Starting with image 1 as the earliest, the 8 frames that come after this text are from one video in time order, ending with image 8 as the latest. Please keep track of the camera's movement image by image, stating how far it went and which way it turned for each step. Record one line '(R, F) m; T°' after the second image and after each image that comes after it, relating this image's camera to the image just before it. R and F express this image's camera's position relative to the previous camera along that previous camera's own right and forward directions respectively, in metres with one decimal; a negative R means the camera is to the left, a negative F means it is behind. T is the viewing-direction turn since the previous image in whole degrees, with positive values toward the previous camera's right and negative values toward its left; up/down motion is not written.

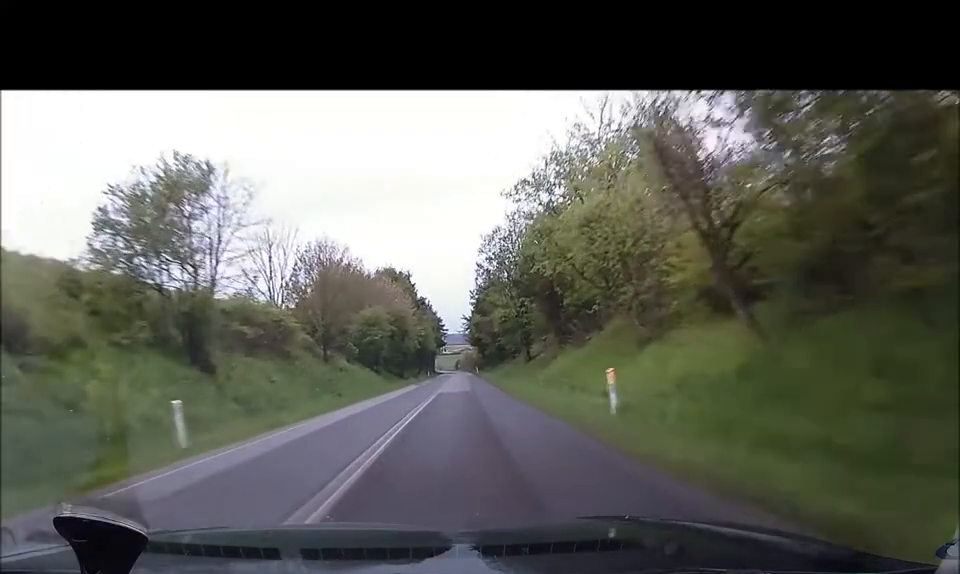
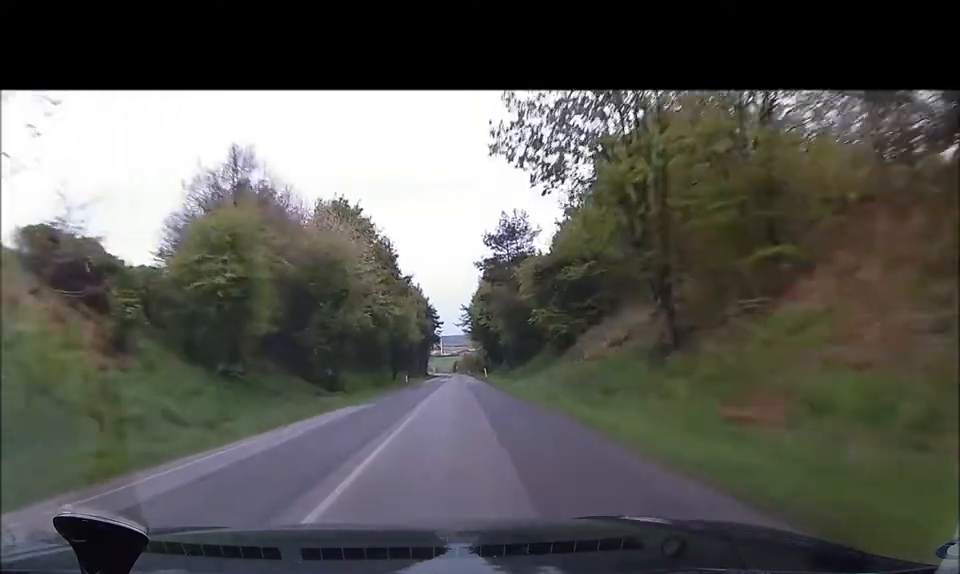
(+0.2, +41.5) m; 0°
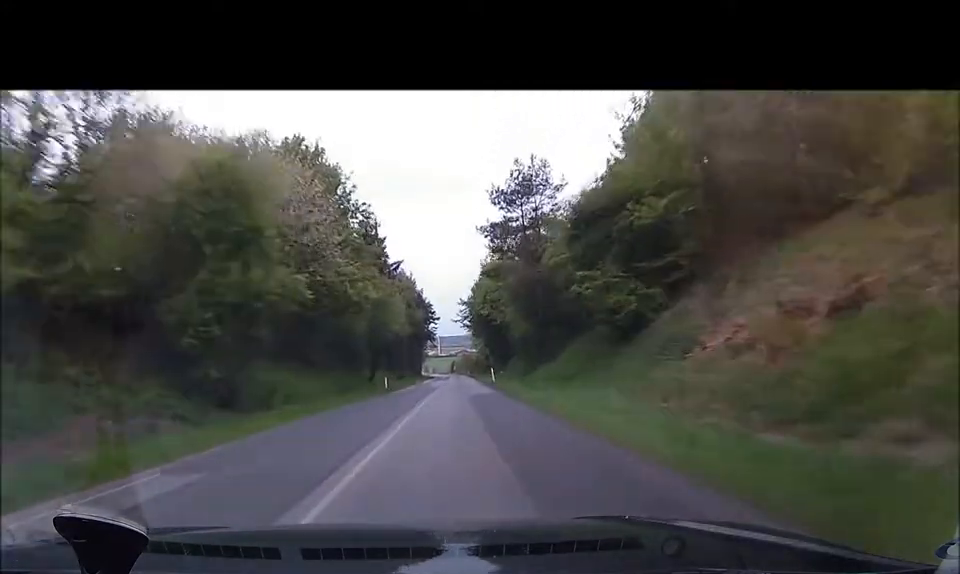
(+0.1, +17.9) m; 0°
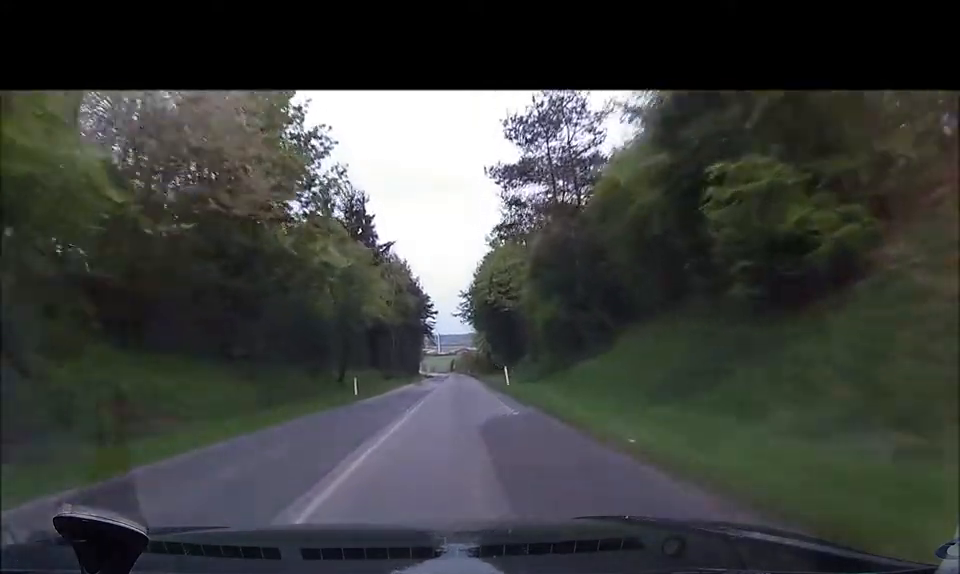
(-0.1, +15.4) m; 0°
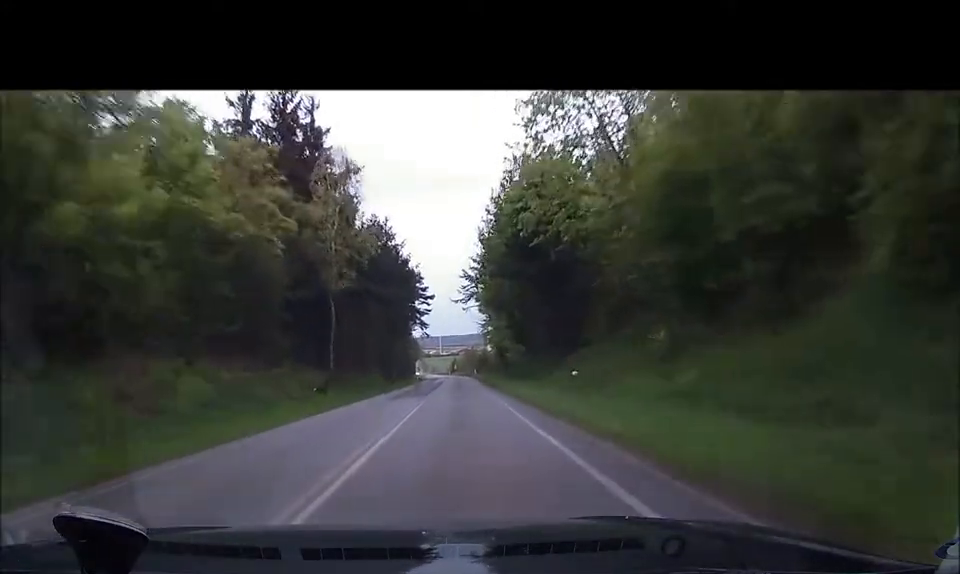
(-0.1, +35.4) m; 0°
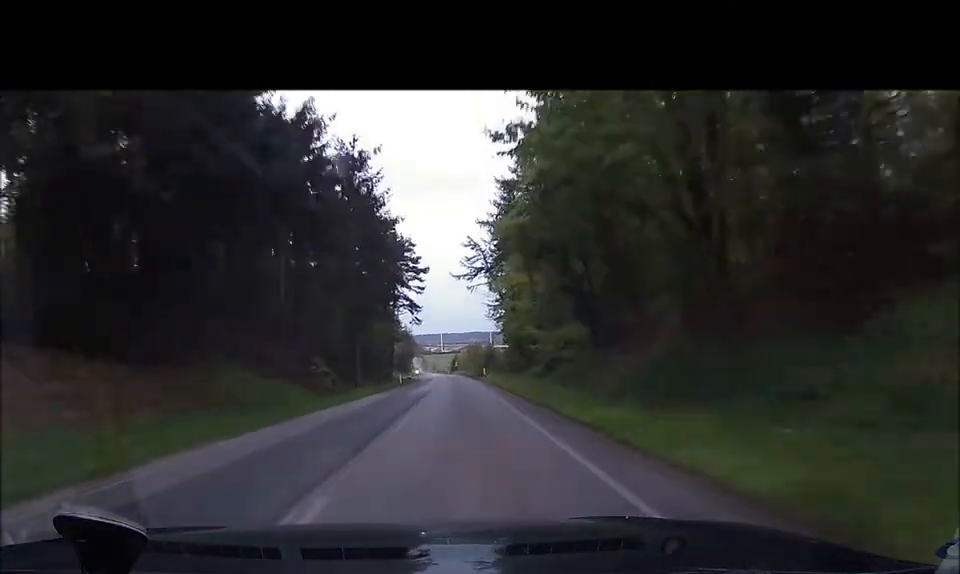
(0.0, +30.9) m; +2°
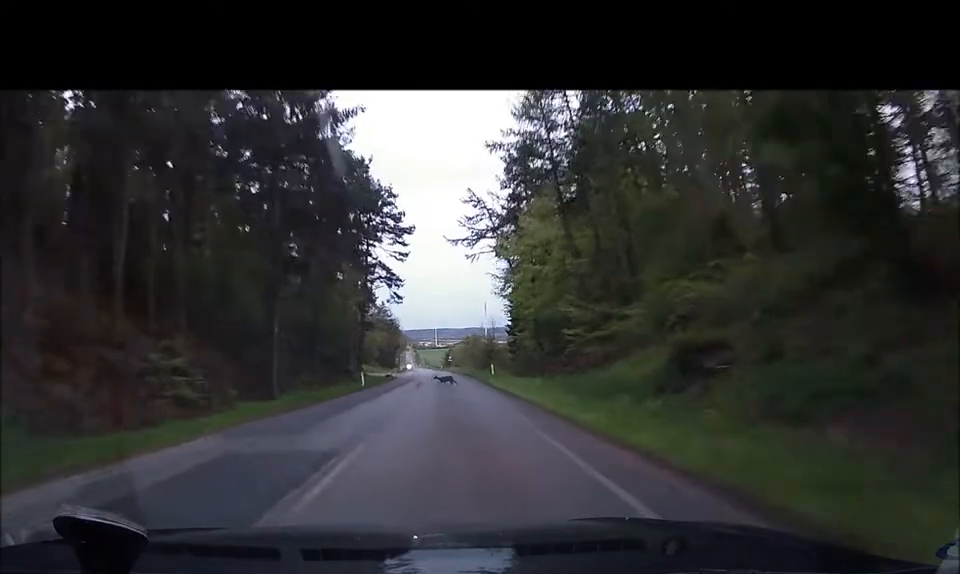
(+0.7, +22.5) m; +2°
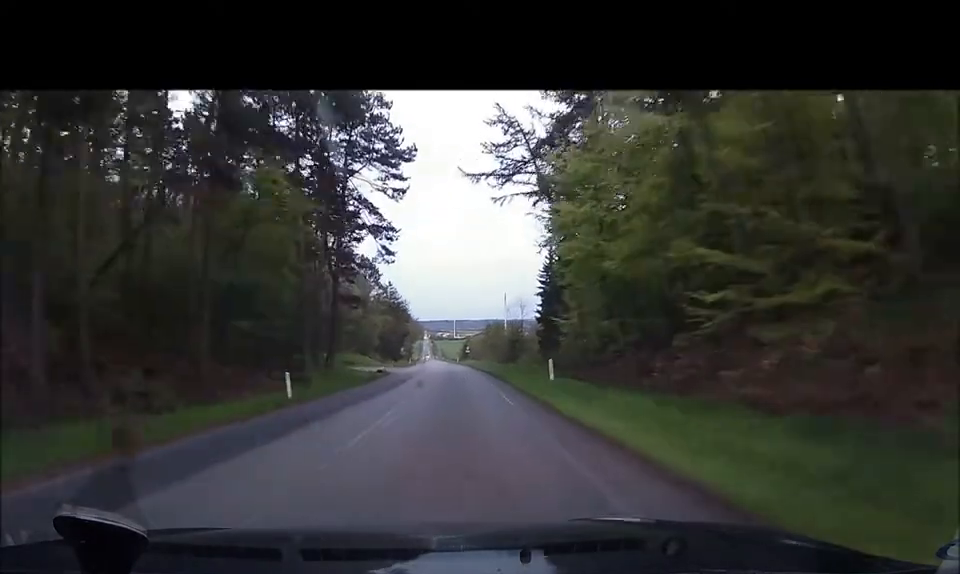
(+0.1, +20.0) m; -3°
